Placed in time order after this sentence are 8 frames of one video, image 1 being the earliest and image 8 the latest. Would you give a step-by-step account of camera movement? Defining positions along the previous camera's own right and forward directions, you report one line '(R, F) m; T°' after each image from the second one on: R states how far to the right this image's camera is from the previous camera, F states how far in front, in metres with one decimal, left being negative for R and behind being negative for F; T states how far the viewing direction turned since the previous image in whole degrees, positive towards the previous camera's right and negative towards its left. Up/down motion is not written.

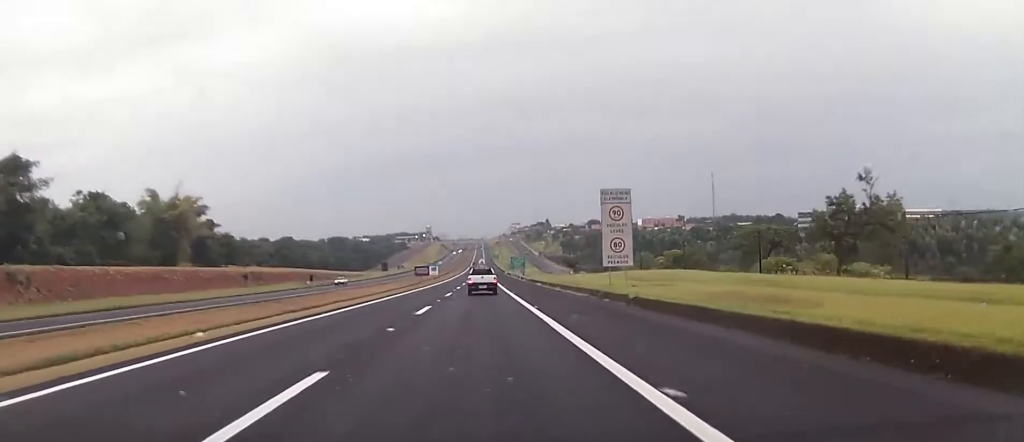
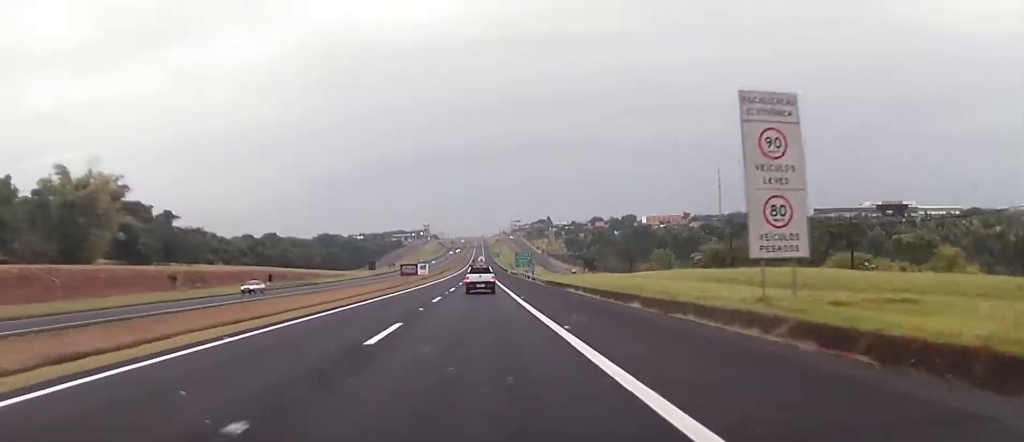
(0.0, +25.4) m; 0°
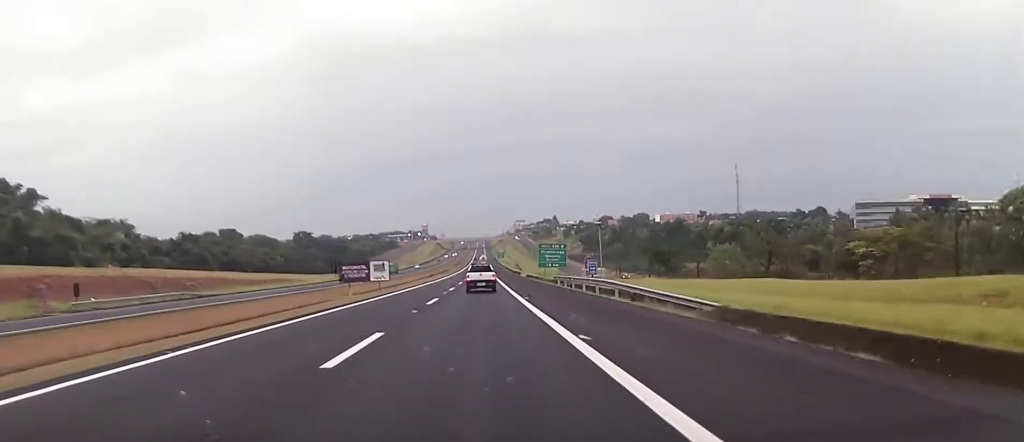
(0.0, +53.6) m; 0°
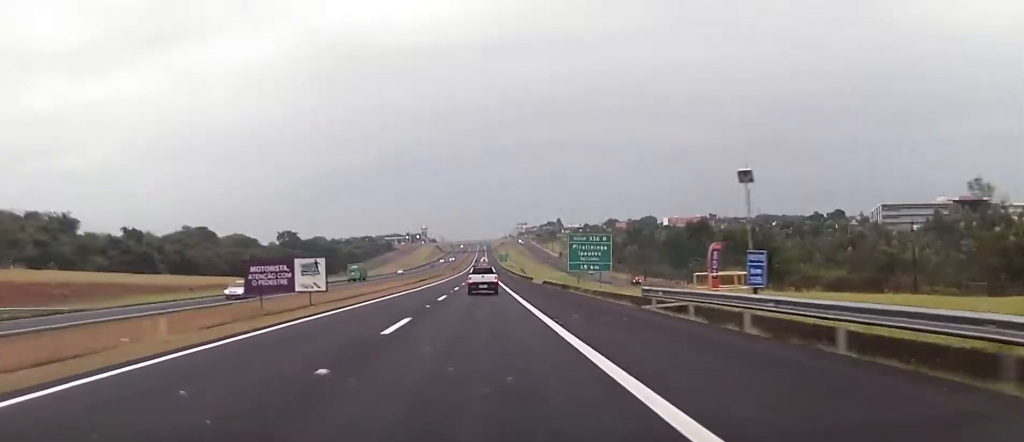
(+0.1, +28.4) m; 0°
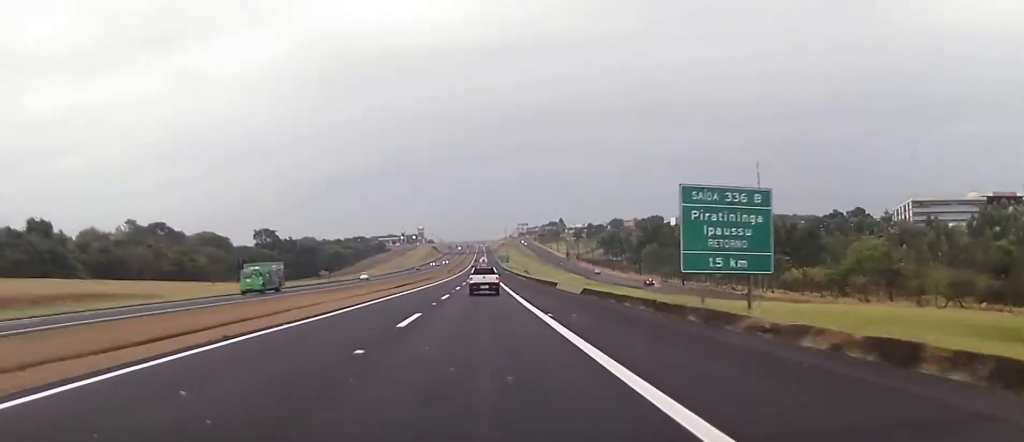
(0.0, +31.4) m; 0°
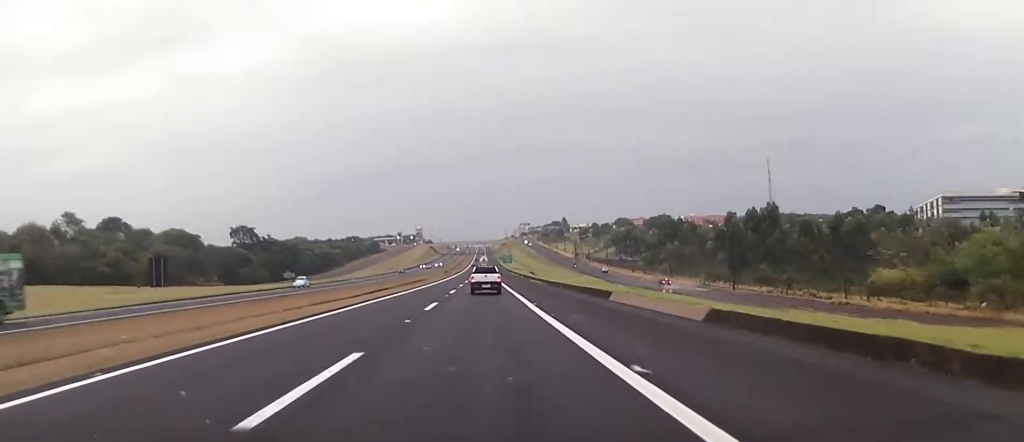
(0.0, +26.6) m; 0°
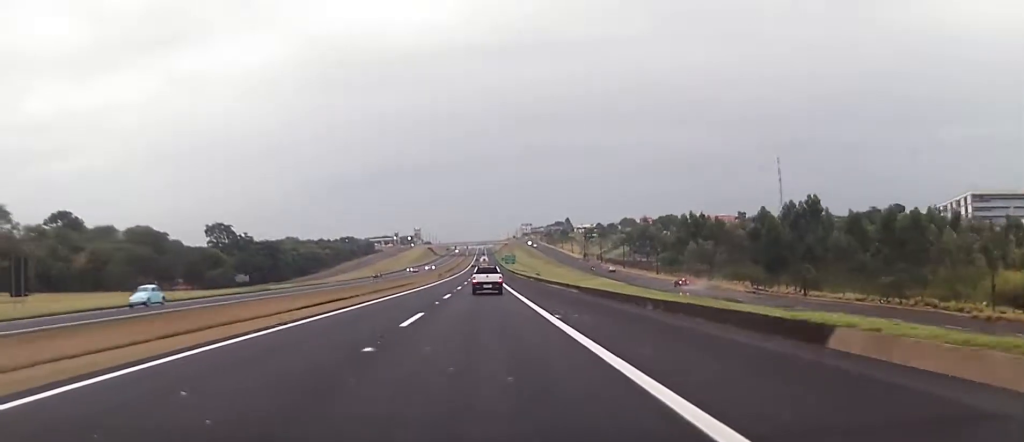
(+0.1, +23.8) m; 0°
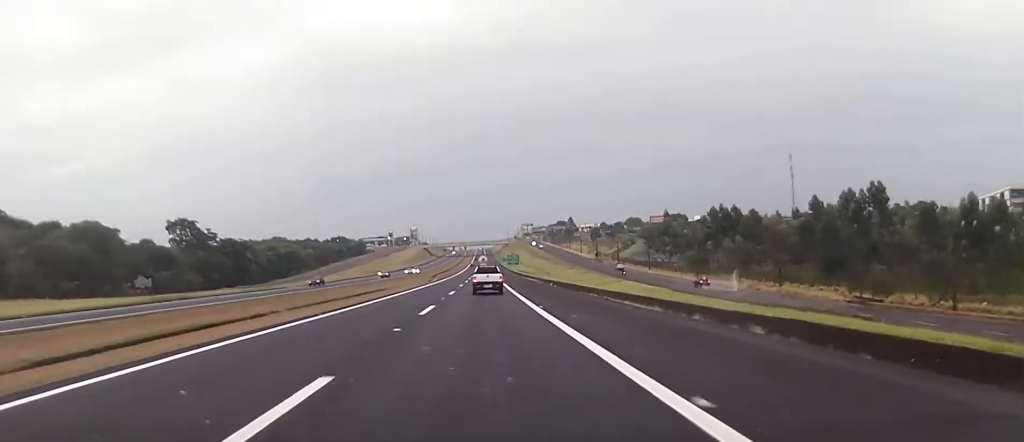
(-0.3, +28.8) m; 0°
